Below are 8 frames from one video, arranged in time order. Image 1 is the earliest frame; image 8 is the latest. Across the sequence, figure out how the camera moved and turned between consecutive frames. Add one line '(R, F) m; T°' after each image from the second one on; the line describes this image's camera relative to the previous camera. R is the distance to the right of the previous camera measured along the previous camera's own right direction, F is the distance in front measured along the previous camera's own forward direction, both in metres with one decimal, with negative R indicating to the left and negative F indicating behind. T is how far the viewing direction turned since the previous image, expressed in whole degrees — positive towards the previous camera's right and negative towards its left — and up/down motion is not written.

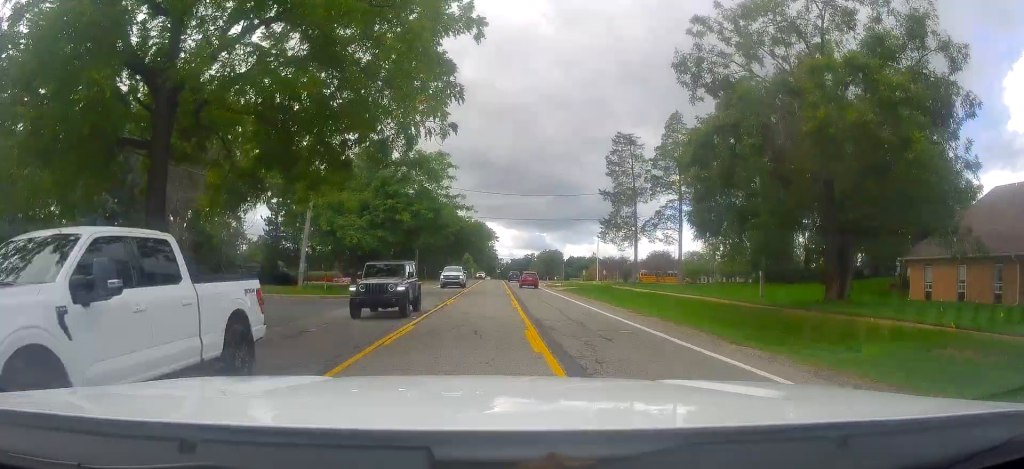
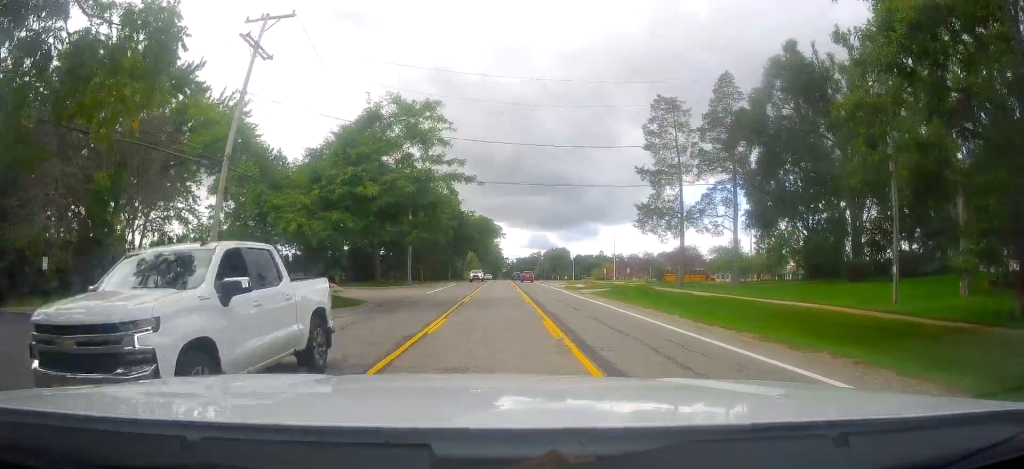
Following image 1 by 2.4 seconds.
(+0.8, +13.8) m; -5°
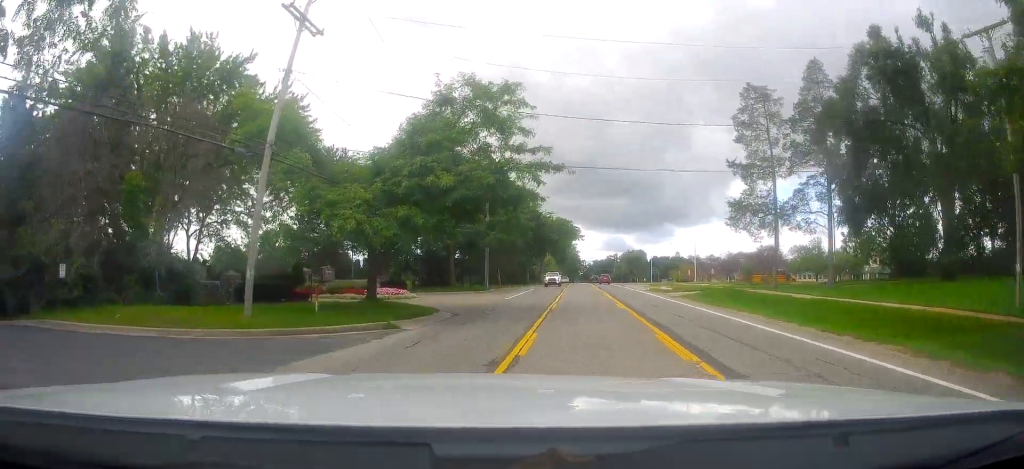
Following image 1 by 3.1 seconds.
(-0.2, +3.0) m; -11°
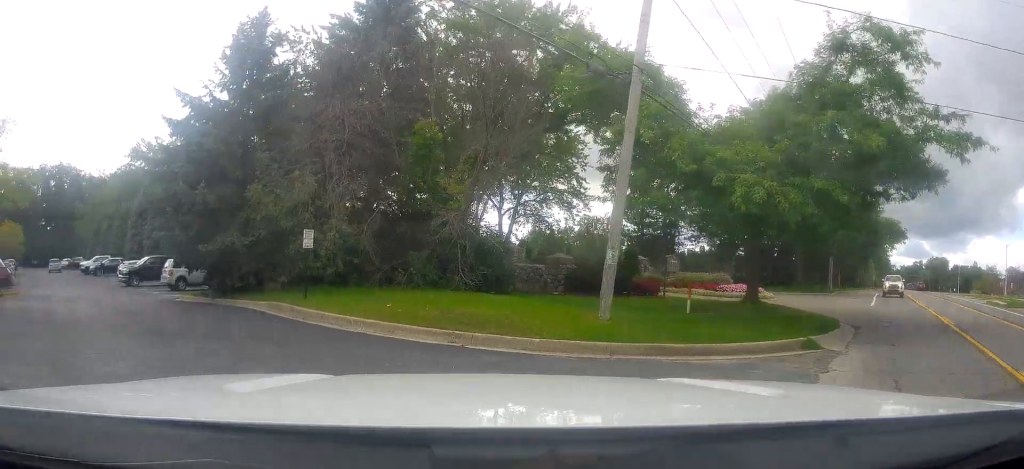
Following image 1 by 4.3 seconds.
(-0.8, +4.6) m; -22°
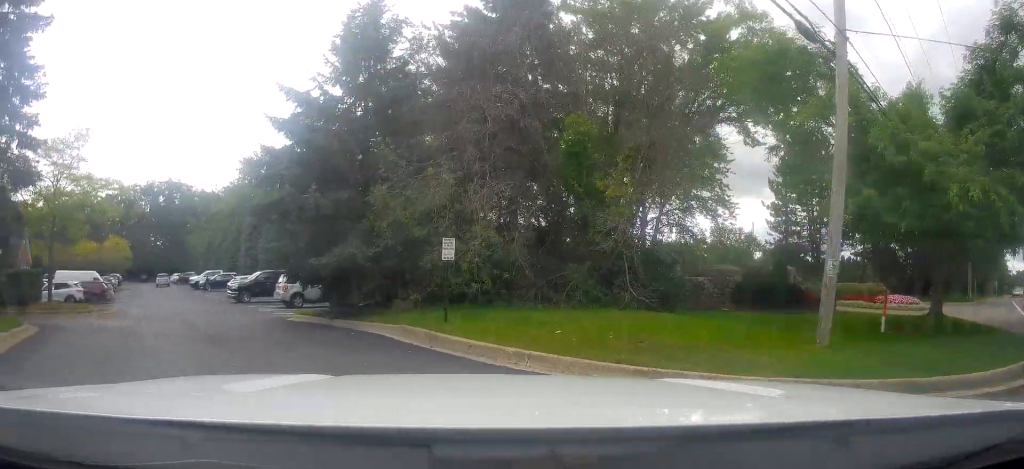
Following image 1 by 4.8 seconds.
(-0.3, +2.3) m; -9°
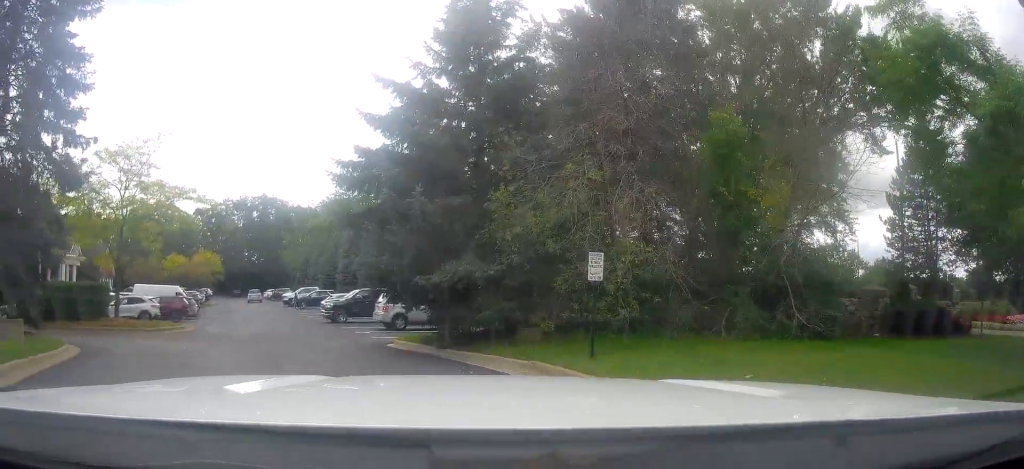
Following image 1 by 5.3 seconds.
(-0.1, +2.3) m; -9°
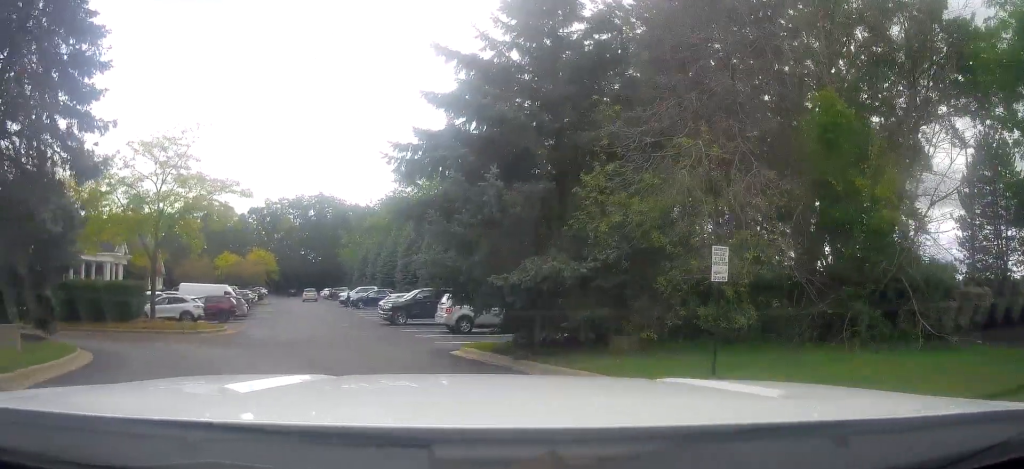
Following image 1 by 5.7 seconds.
(-0.2, +2.0) m; -8°
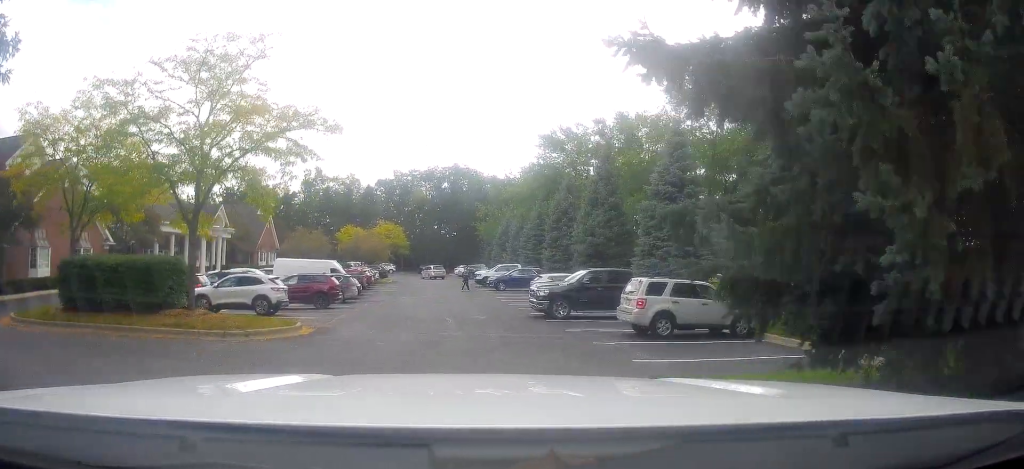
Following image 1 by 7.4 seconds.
(-2.1, +8.2) m; -21°
